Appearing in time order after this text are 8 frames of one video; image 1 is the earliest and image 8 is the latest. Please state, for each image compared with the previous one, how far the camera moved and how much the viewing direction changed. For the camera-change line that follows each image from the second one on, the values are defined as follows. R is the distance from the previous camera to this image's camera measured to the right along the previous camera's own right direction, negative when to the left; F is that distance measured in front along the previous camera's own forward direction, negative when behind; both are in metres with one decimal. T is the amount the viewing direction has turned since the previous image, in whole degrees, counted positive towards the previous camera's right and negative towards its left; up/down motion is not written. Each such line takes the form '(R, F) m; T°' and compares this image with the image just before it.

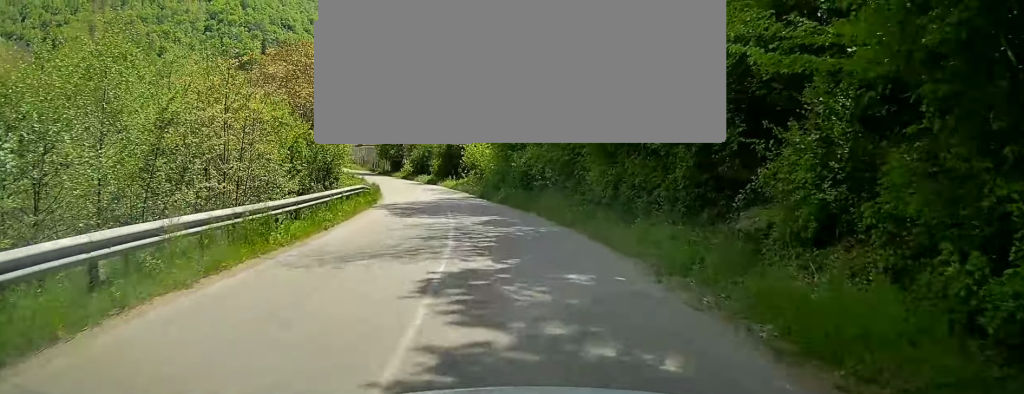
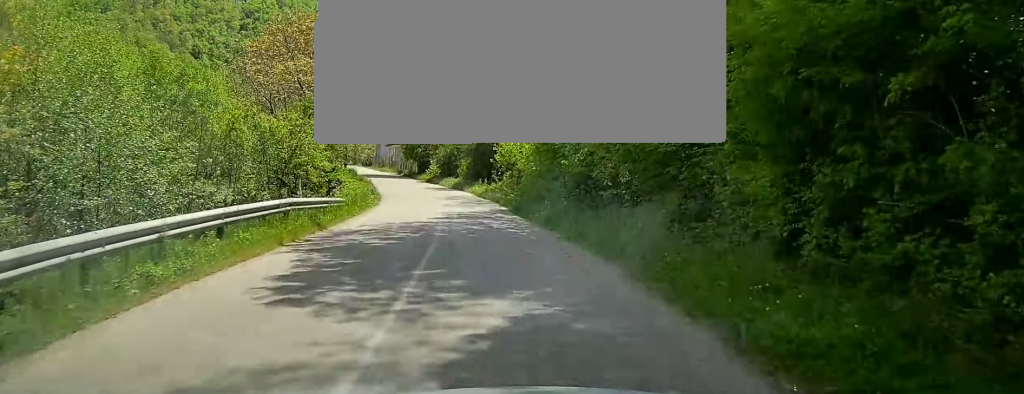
(-0.4, +11.4) m; -5°
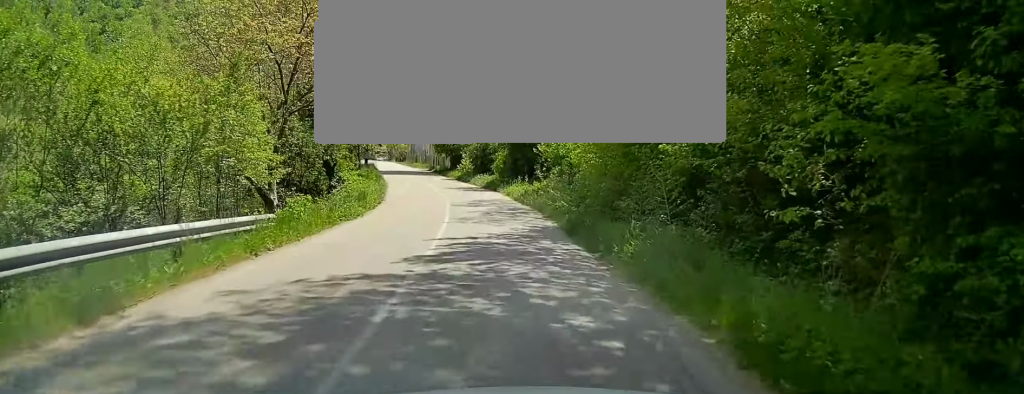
(-0.2, +9.3) m; -4°
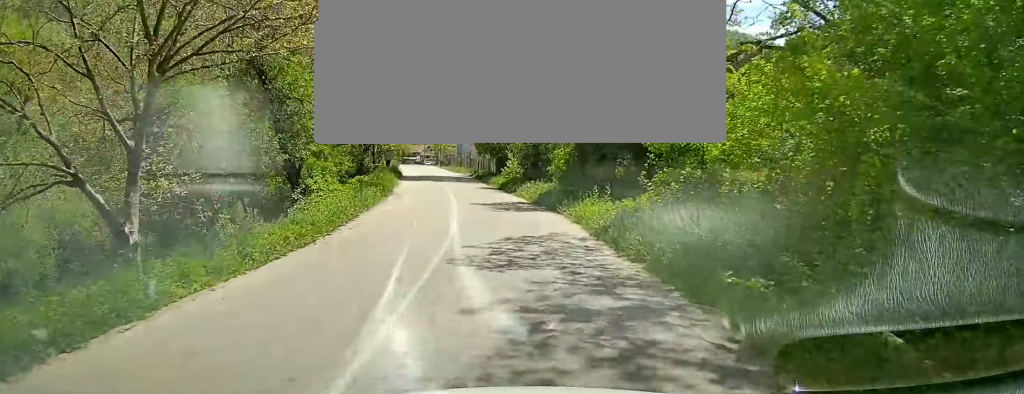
(-0.6, +12.3) m; -7°
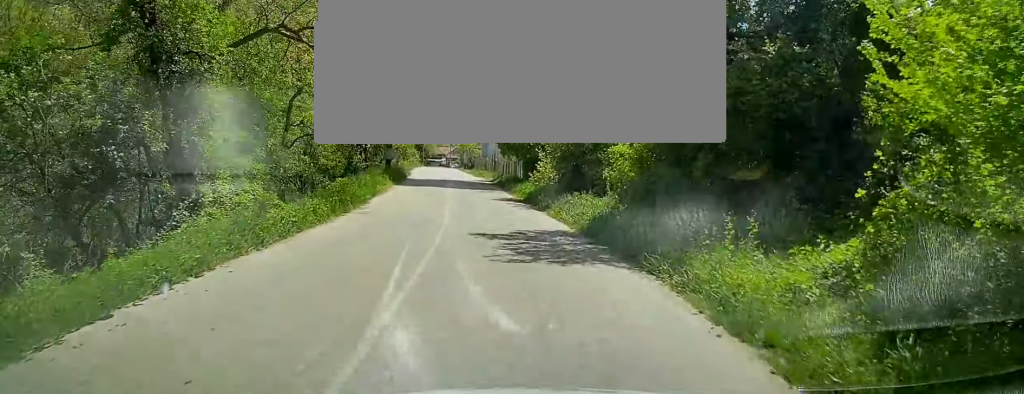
(-0.6, +8.7) m; -2°
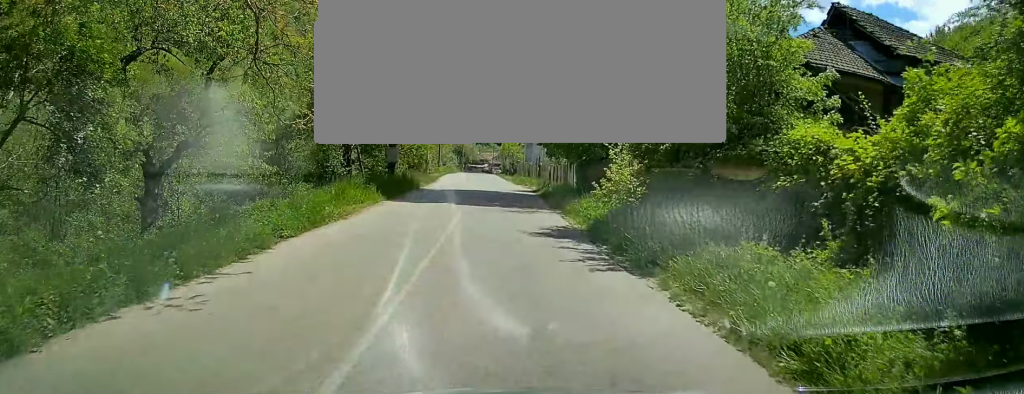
(-0.1, +10.0) m; -2°
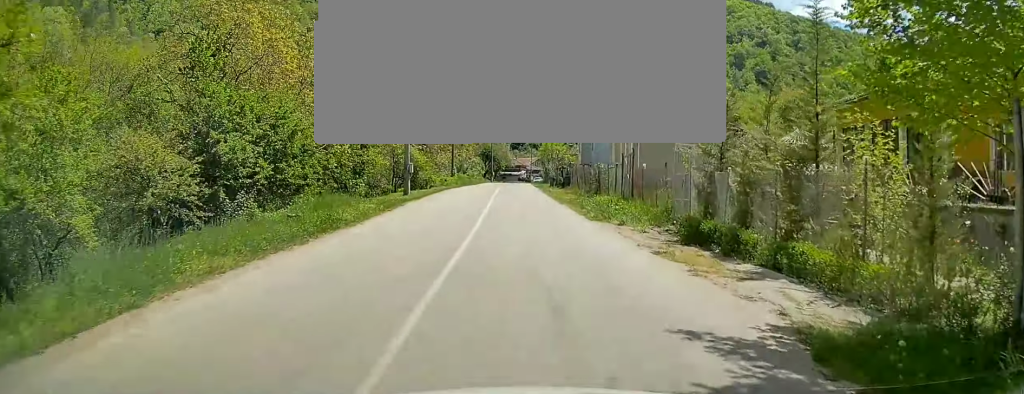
(-0.7, +30.9) m; -2°
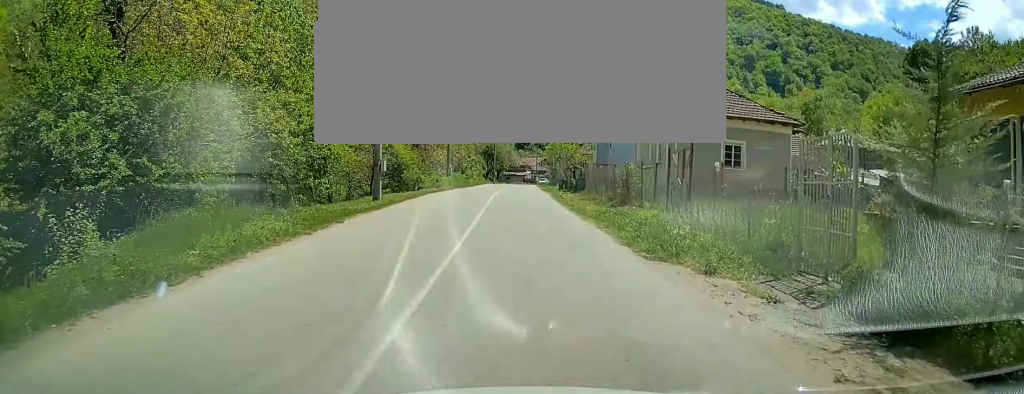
(-0.2, +8.5) m; -1°
